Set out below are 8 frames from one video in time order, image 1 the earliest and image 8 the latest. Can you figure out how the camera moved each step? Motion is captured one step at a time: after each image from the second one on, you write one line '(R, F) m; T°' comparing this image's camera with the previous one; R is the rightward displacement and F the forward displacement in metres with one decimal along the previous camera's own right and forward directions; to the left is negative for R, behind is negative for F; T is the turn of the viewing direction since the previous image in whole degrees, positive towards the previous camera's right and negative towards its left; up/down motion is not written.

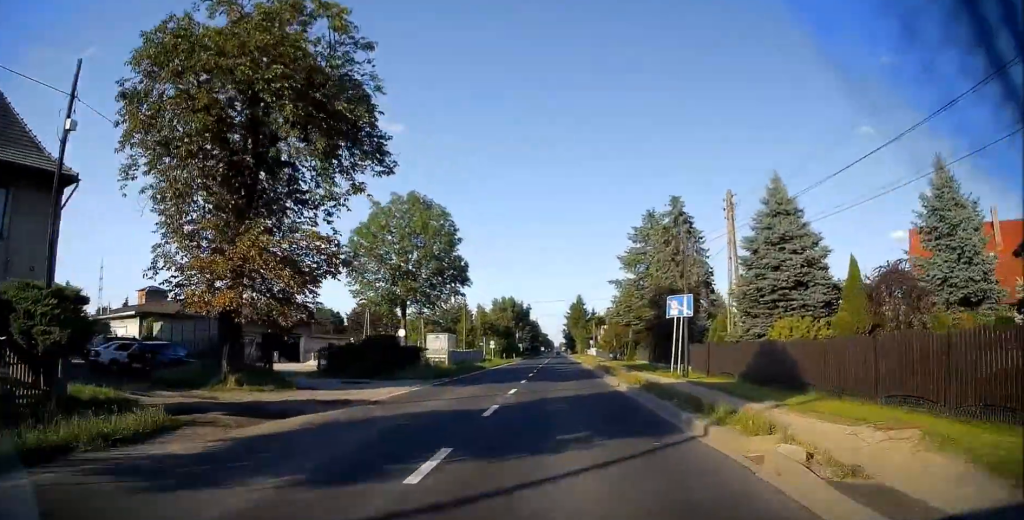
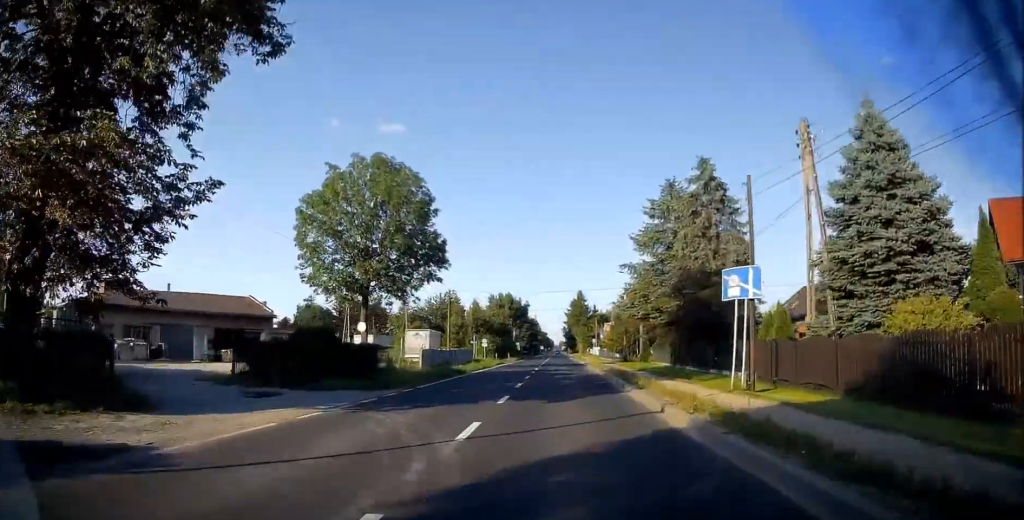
(0.0, +9.2) m; 0°
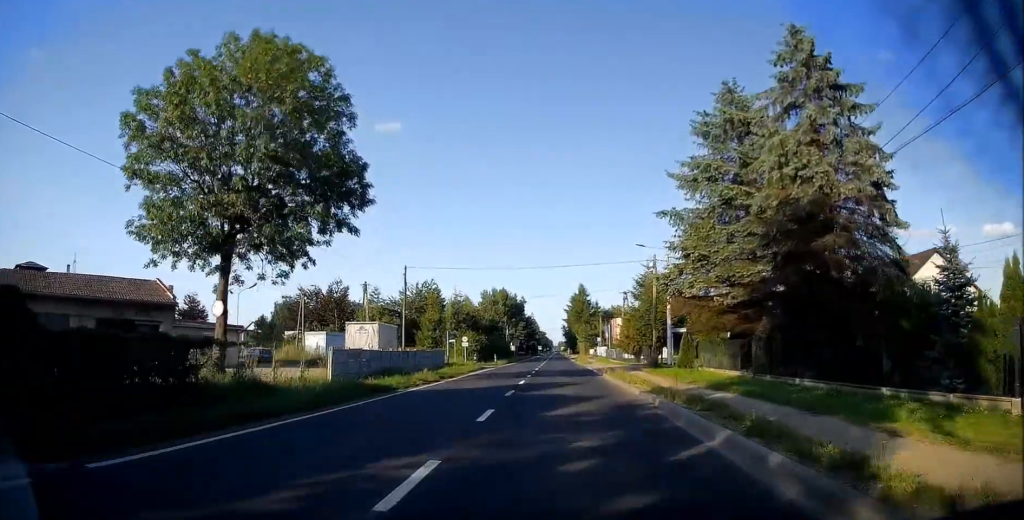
(0.0, +15.7) m; -1°
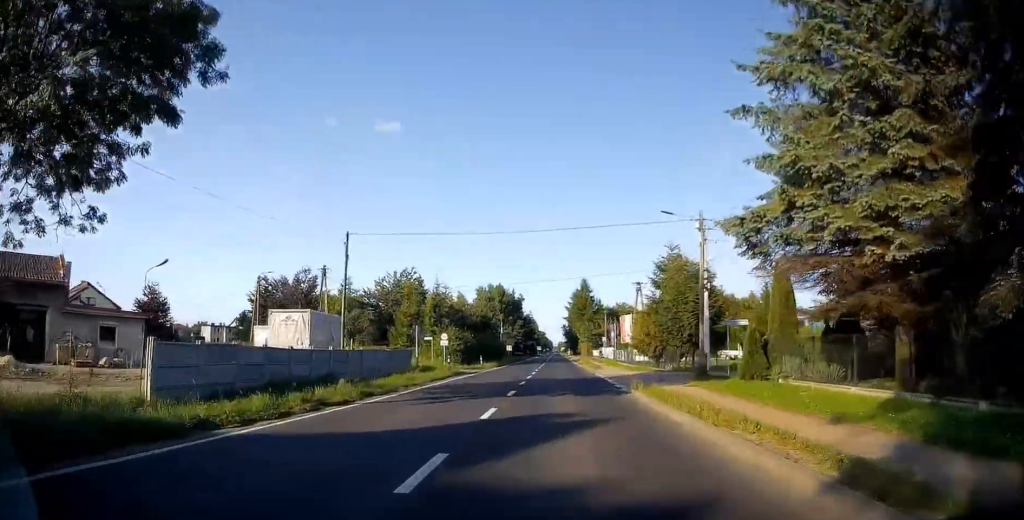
(-0.3, +11.4) m; 0°
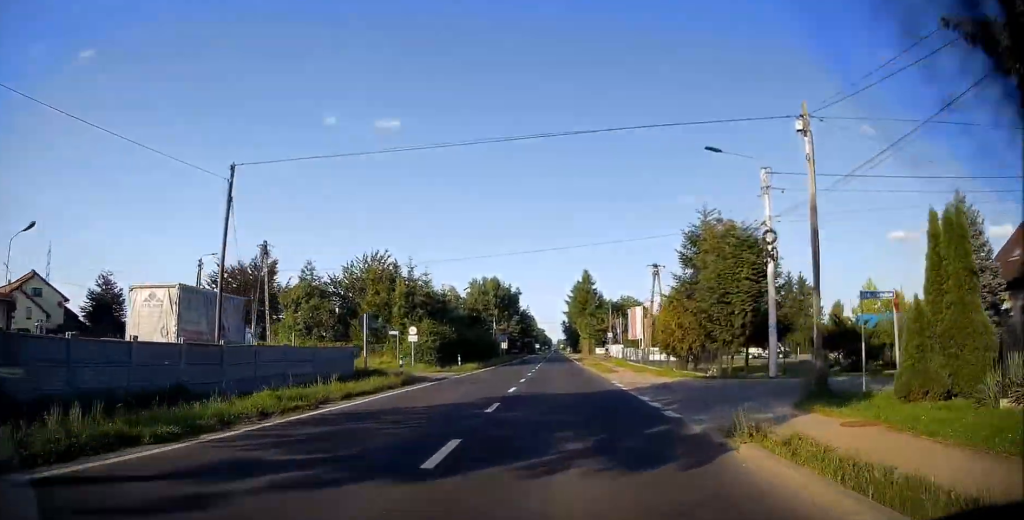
(+0.2, +10.8) m; +1°
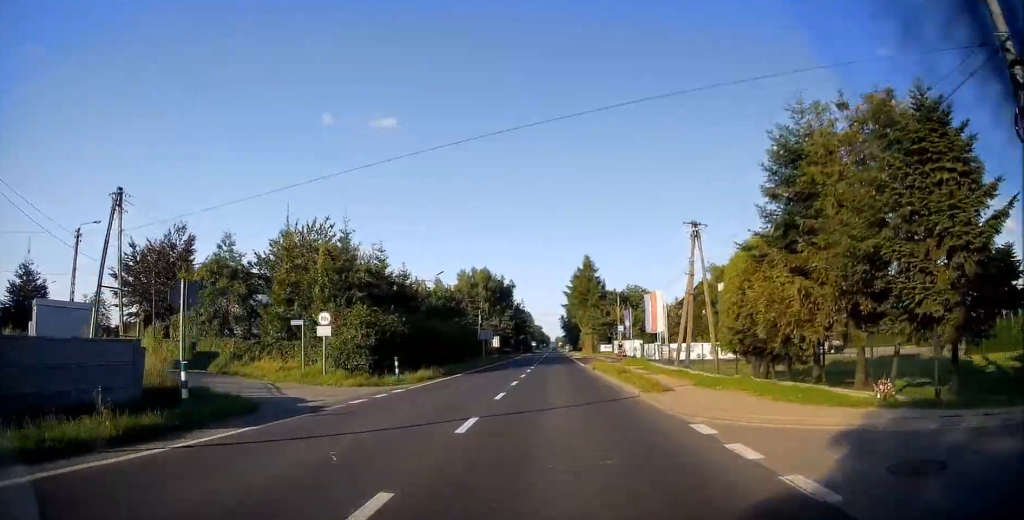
(+0.1, +15.2) m; +1°
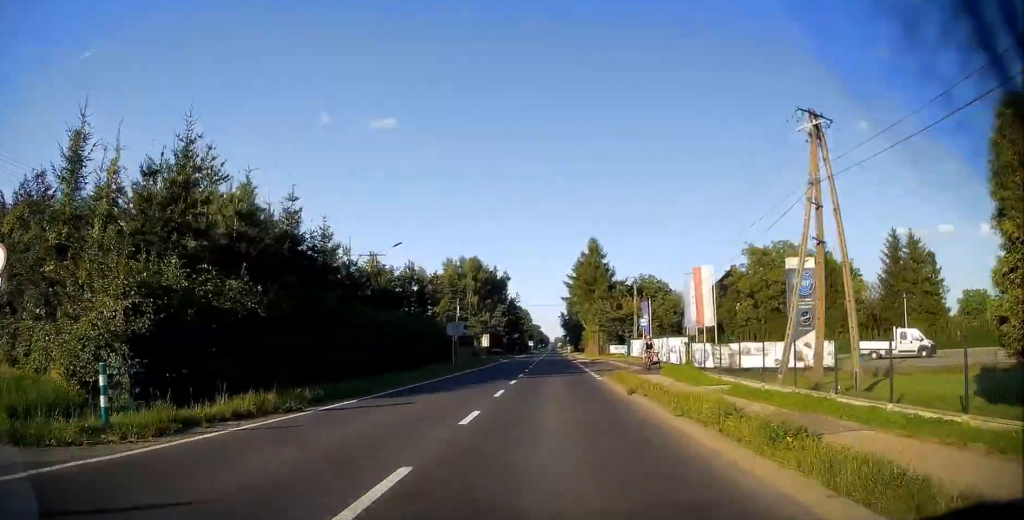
(0.0, +16.8) m; -1°
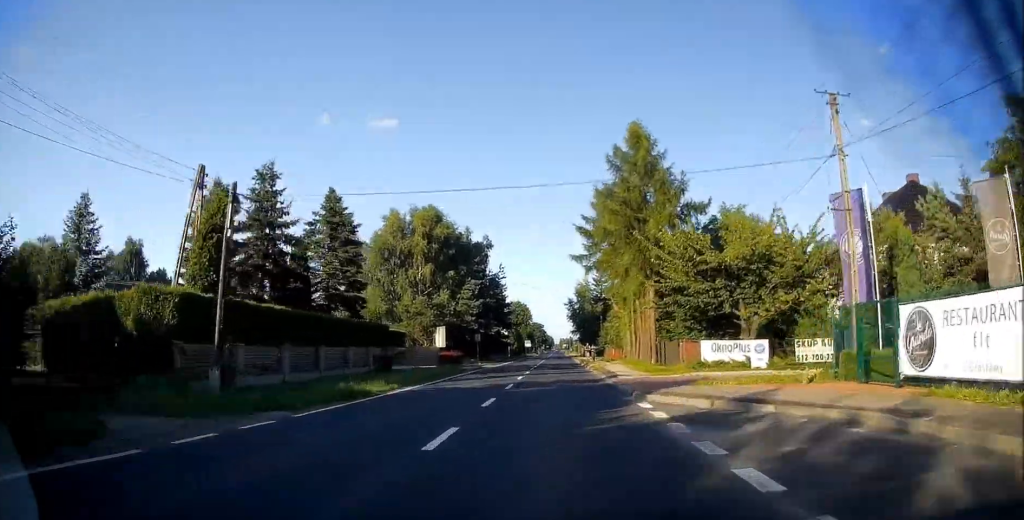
(-0.4, +44.5) m; 0°
